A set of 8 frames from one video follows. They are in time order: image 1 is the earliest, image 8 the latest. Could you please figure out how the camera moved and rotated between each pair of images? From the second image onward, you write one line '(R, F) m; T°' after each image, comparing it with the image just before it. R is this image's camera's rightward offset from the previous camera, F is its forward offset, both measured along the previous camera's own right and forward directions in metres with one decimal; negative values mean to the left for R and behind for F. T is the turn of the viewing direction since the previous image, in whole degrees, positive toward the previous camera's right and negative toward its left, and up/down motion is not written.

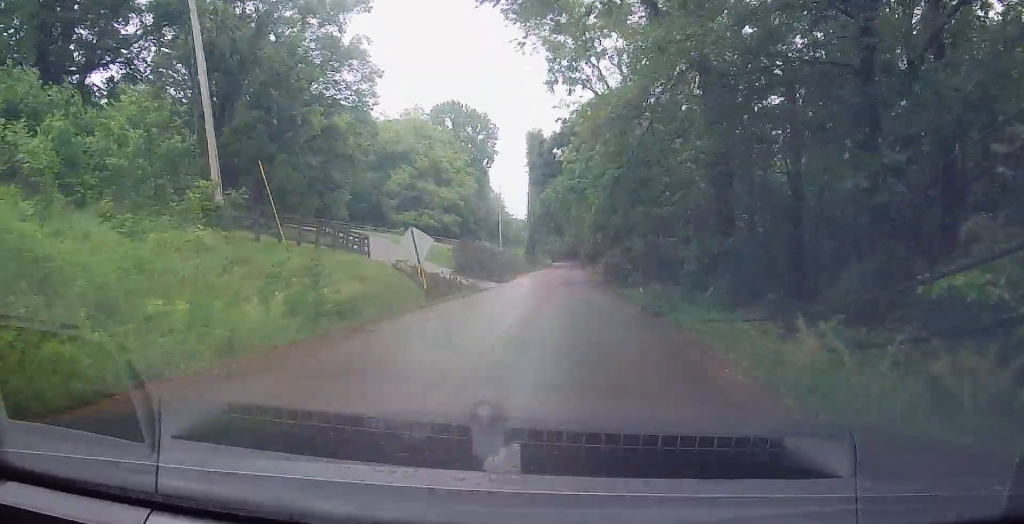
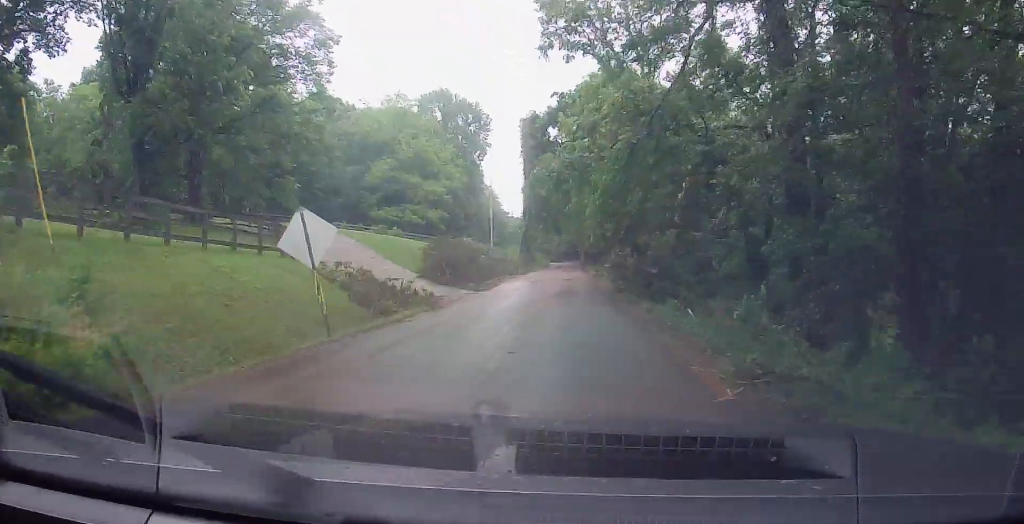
(-0.3, +8.4) m; -2°
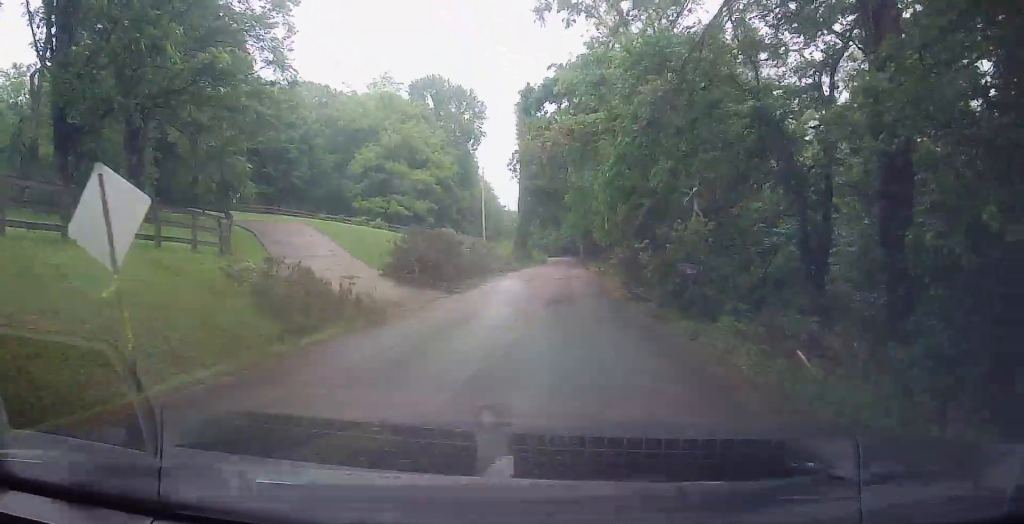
(0.0, +5.8) m; +1°
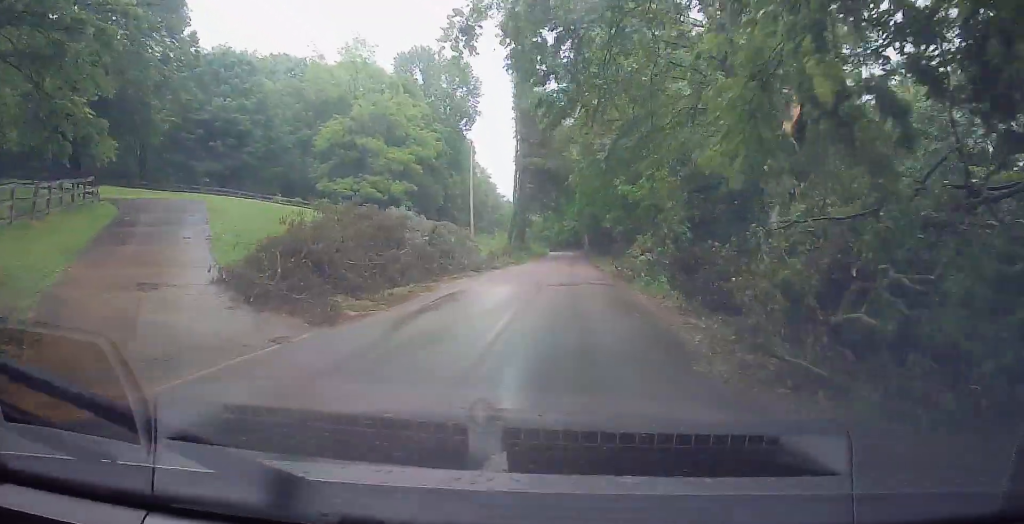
(+0.2, +12.2) m; +2°
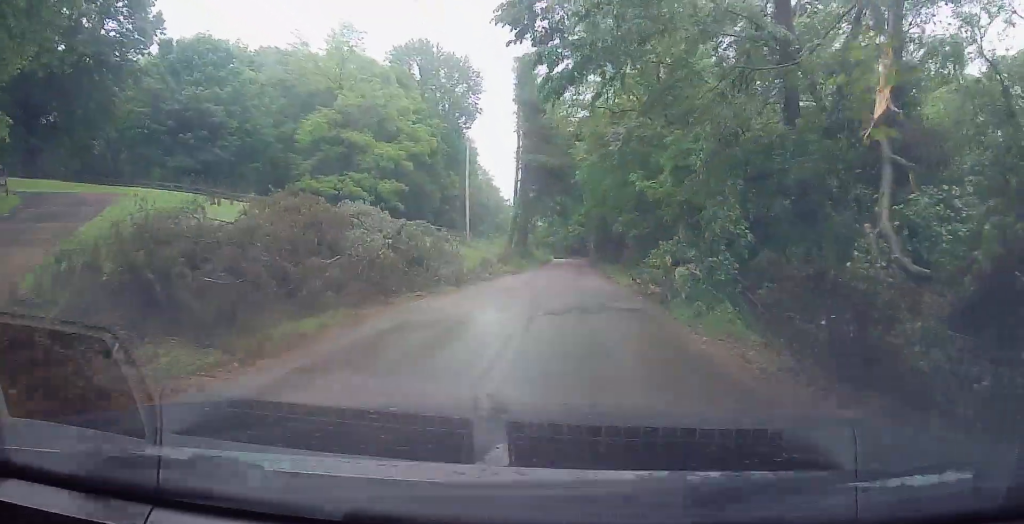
(+0.4, +6.2) m; 0°
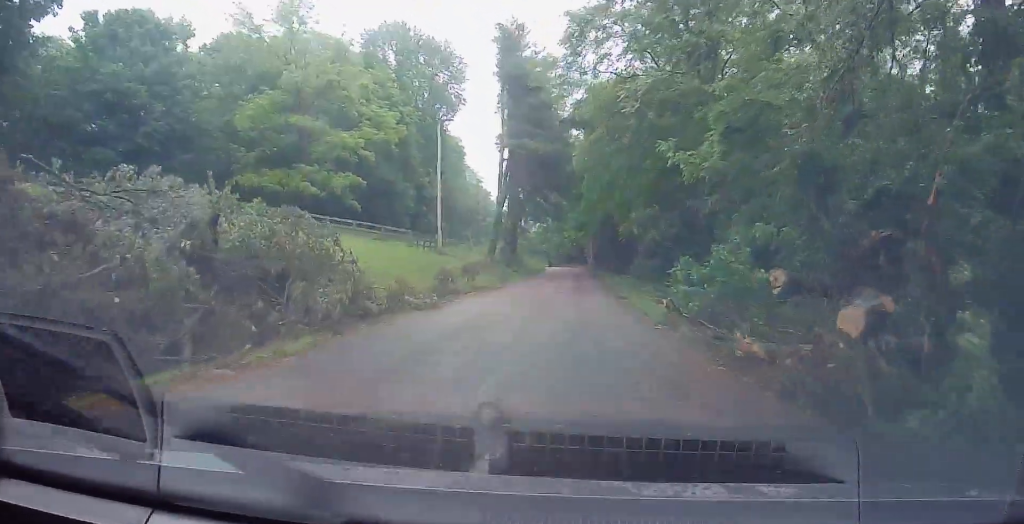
(-0.5, +10.7) m; 0°
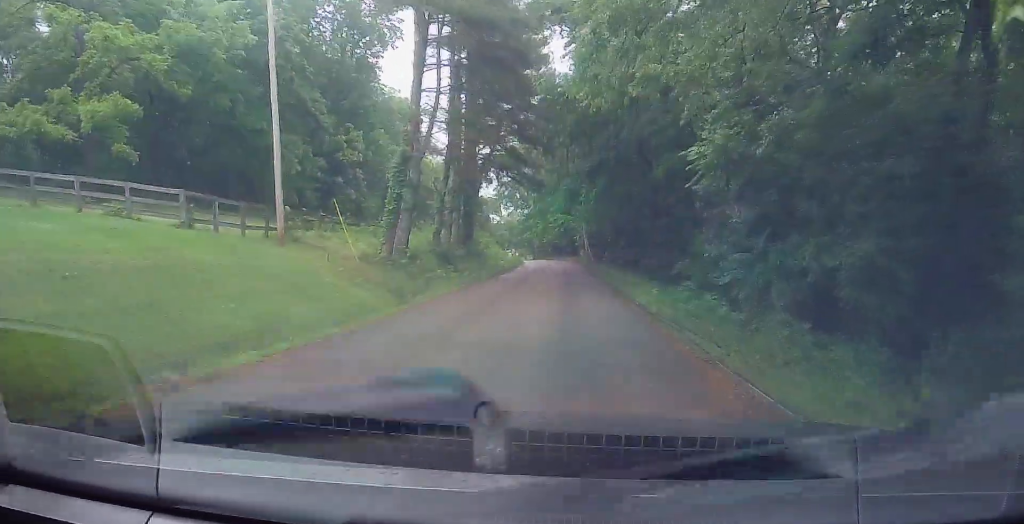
(+0.9, +25.0) m; +1°
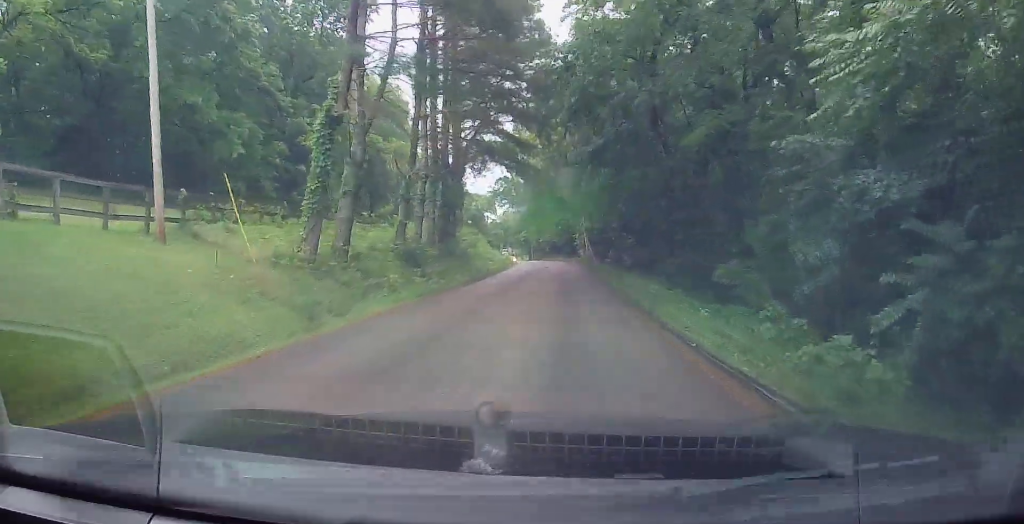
(-0.1, +7.4) m; 0°
